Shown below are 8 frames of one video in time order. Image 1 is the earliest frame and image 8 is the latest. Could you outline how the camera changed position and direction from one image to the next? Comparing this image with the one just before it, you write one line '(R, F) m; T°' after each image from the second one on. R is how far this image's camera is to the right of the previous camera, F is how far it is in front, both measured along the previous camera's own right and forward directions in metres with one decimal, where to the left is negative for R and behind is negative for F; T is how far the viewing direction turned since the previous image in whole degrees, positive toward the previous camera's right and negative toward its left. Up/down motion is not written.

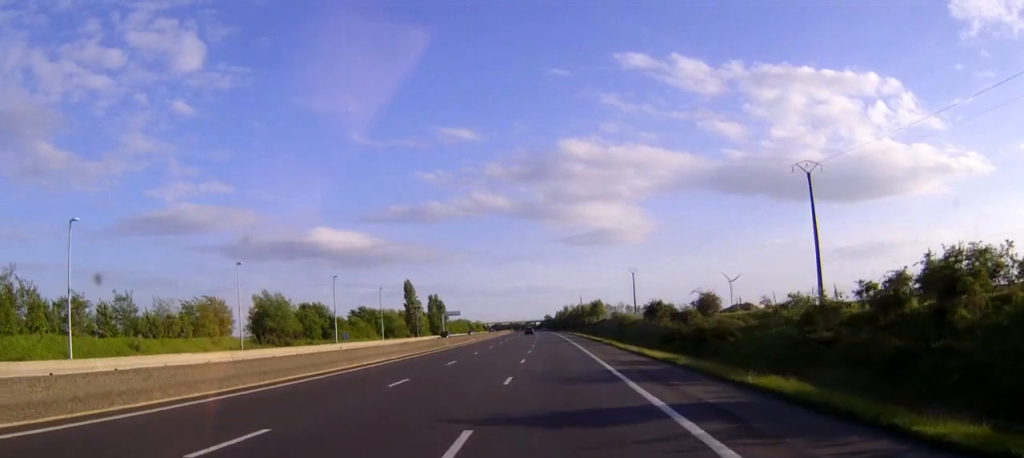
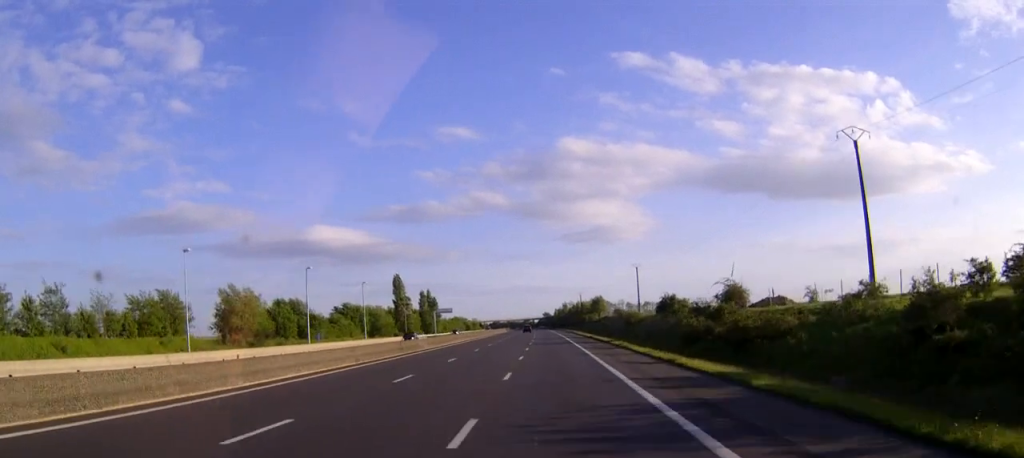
(0.0, +11.7) m; 0°
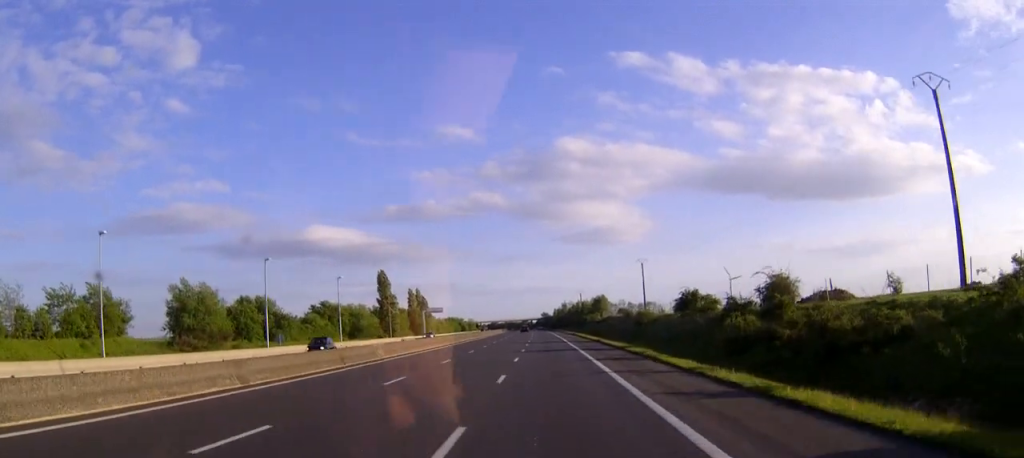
(0.0, +13.7) m; 0°
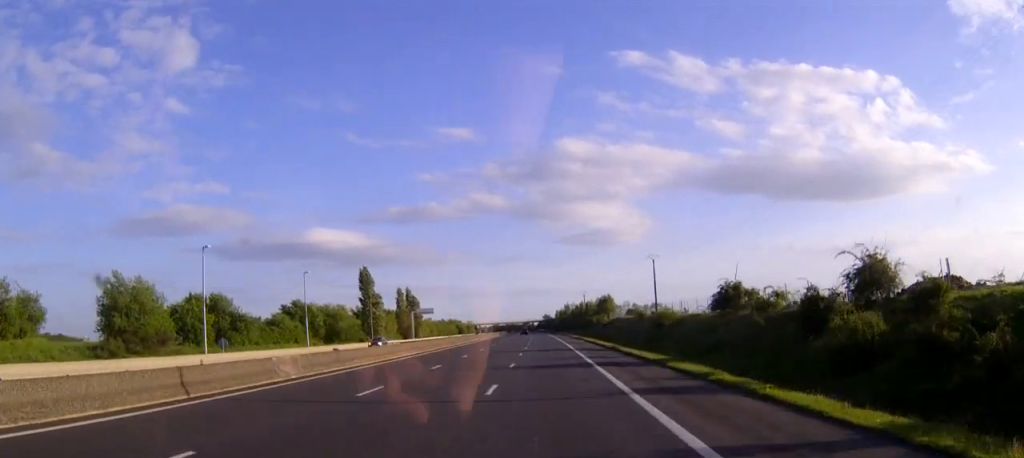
(0.0, +15.9) m; 0°
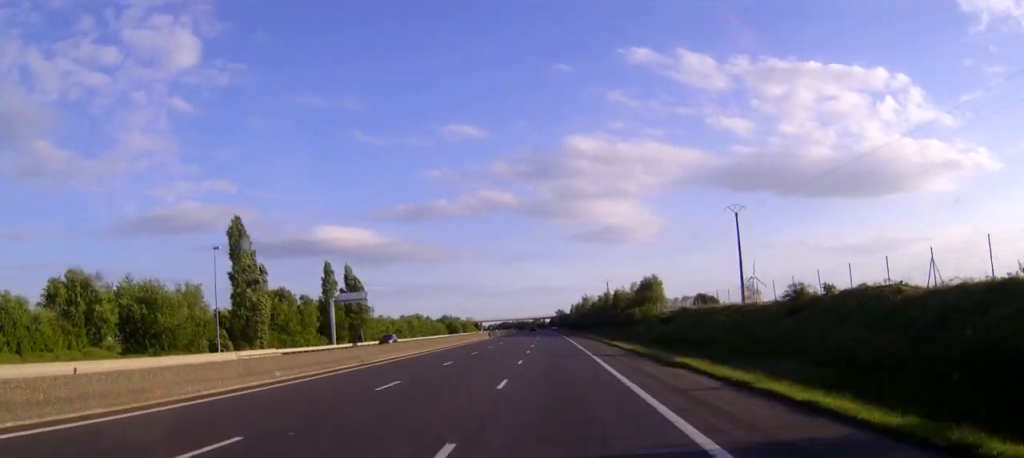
(-0.5, +63.5) m; -1°
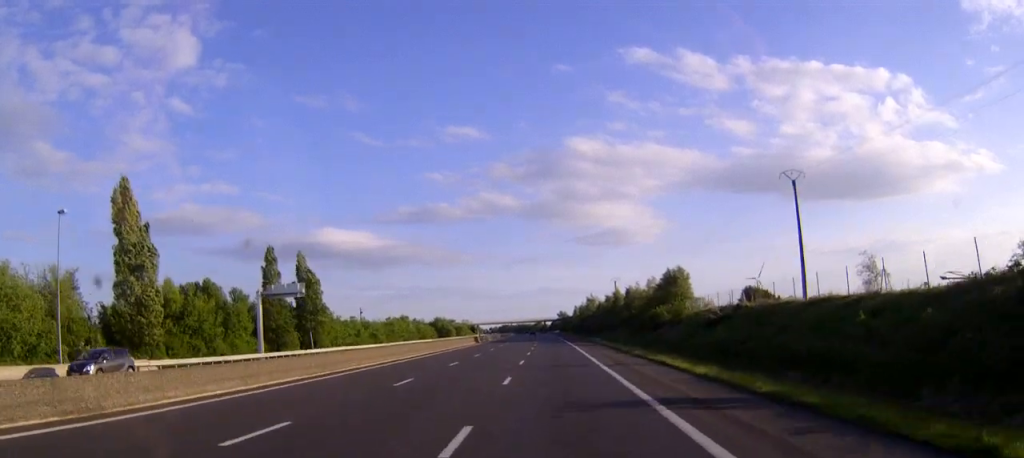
(0.0, +23.7) m; 0°
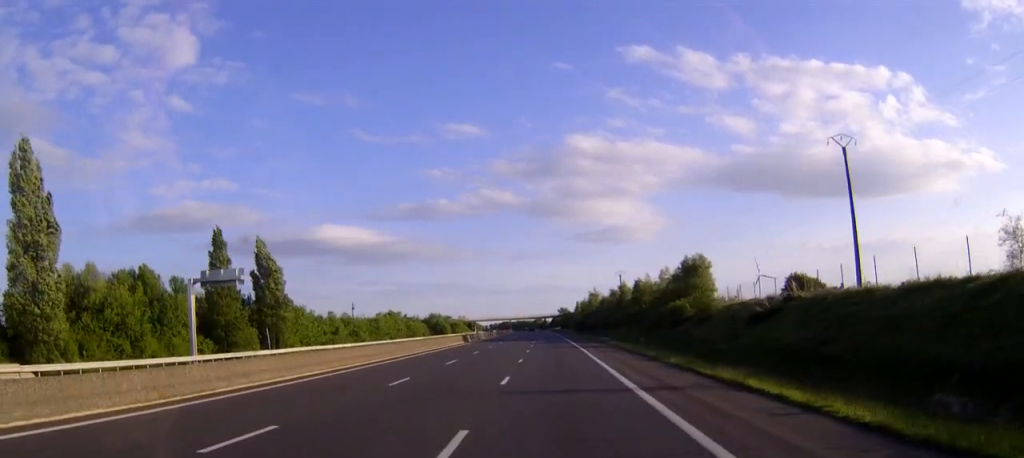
(0.0, +13.7) m; 0°
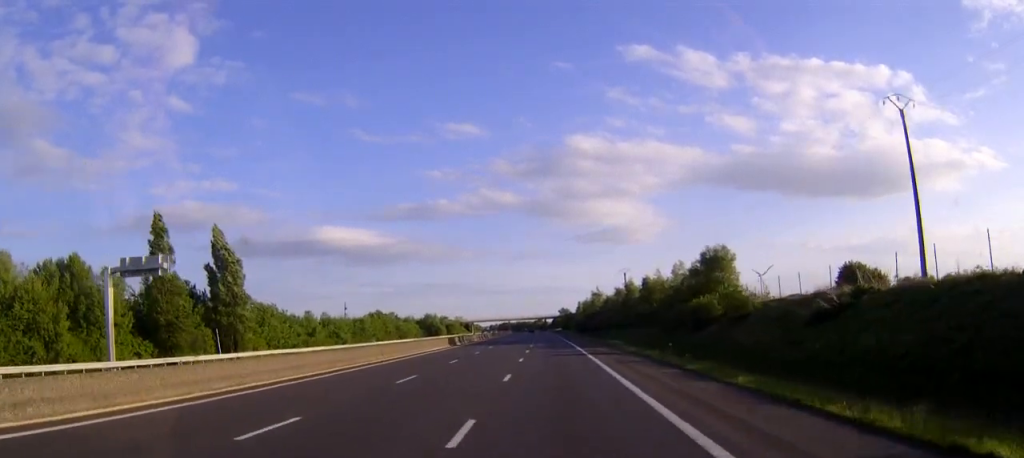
(+0.1, +11.7) m; 0°
